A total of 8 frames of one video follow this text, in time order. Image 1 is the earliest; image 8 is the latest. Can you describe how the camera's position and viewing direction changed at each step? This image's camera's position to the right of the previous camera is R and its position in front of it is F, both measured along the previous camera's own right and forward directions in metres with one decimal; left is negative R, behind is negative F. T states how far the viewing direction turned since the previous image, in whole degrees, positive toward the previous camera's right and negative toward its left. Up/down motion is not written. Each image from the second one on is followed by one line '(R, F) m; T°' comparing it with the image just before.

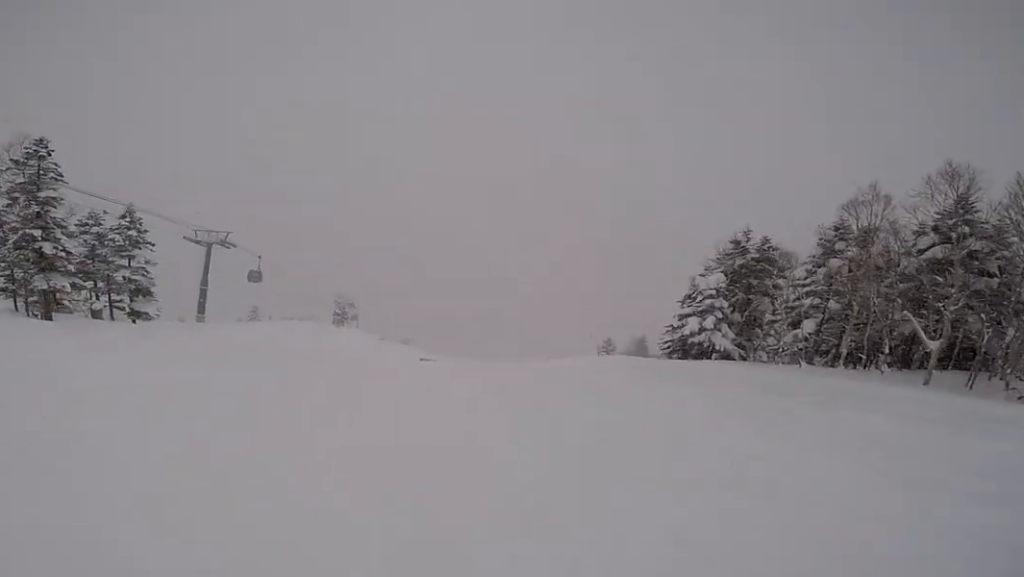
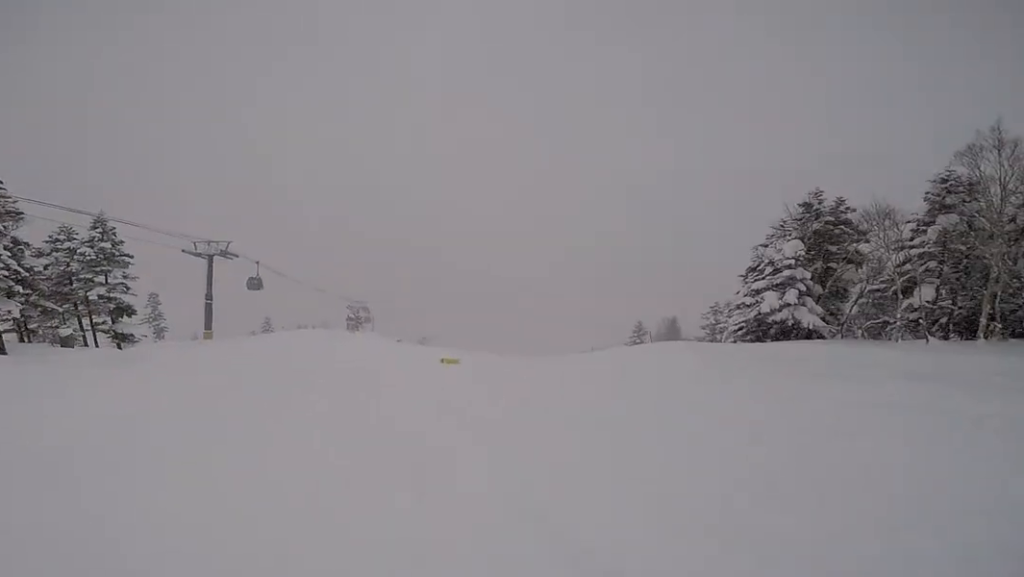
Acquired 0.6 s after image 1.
(-0.7, +3.9) m; -2°
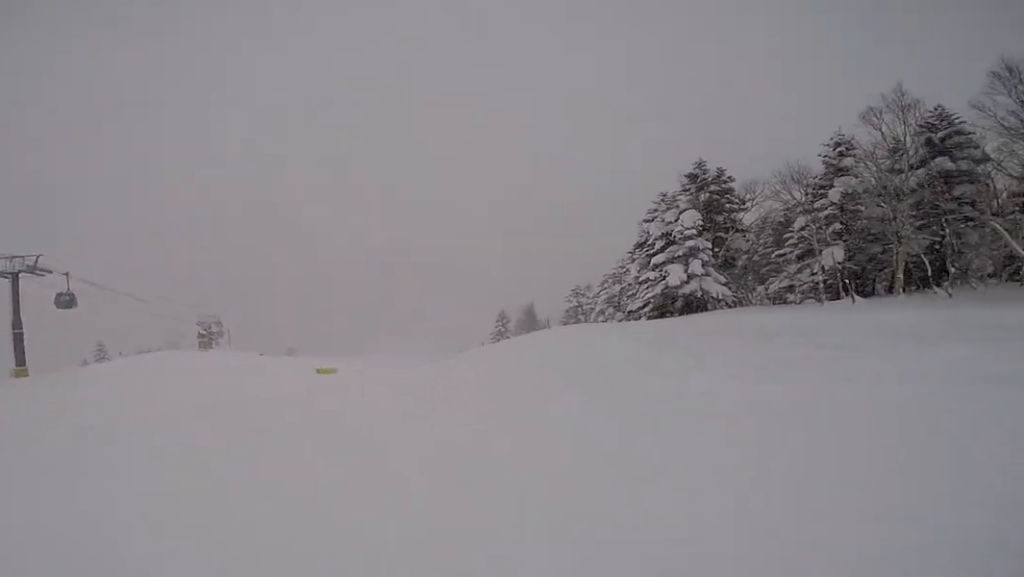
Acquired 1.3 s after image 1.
(-0.9, +4.3) m; +6°
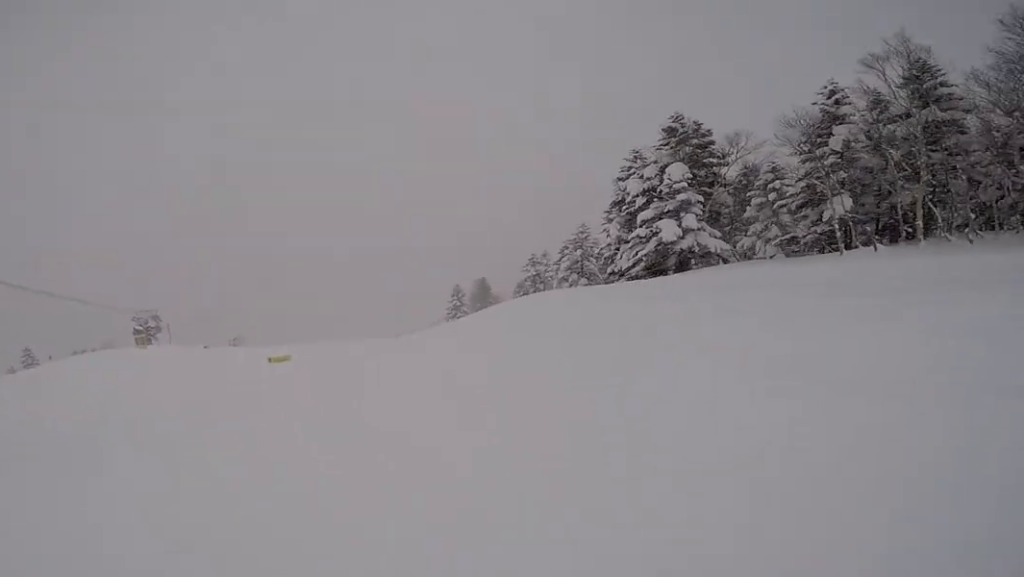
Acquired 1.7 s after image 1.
(+1.0, +2.8) m; +9°
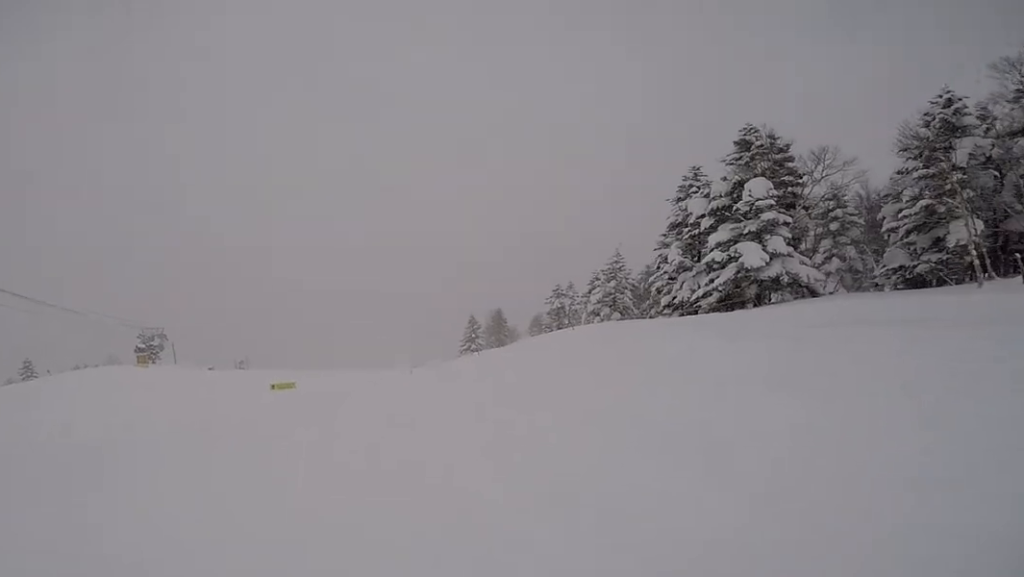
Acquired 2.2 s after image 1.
(+0.6, +3.3) m; +9°
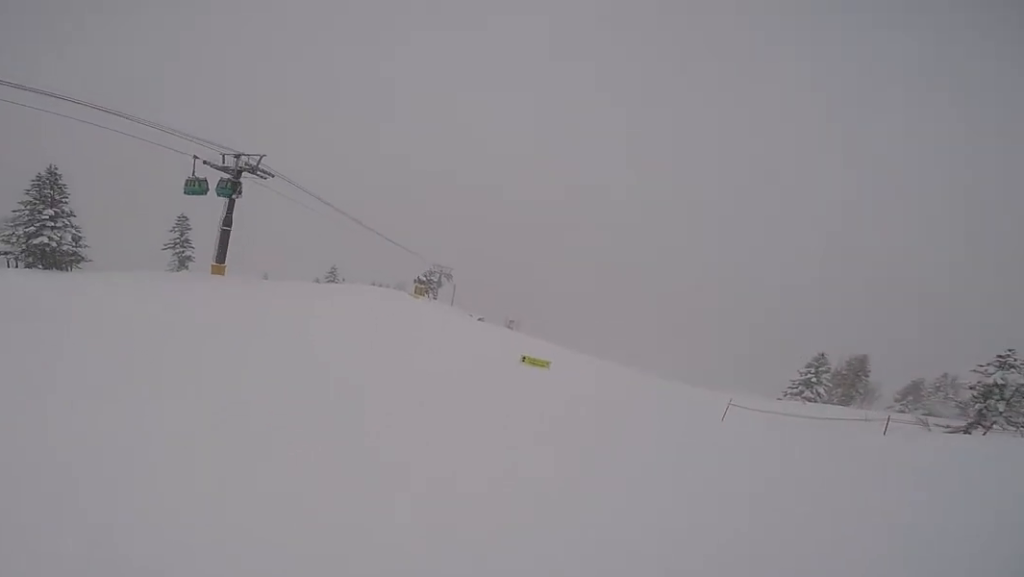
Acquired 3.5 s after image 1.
(-1.3, +8.2) m; -27°
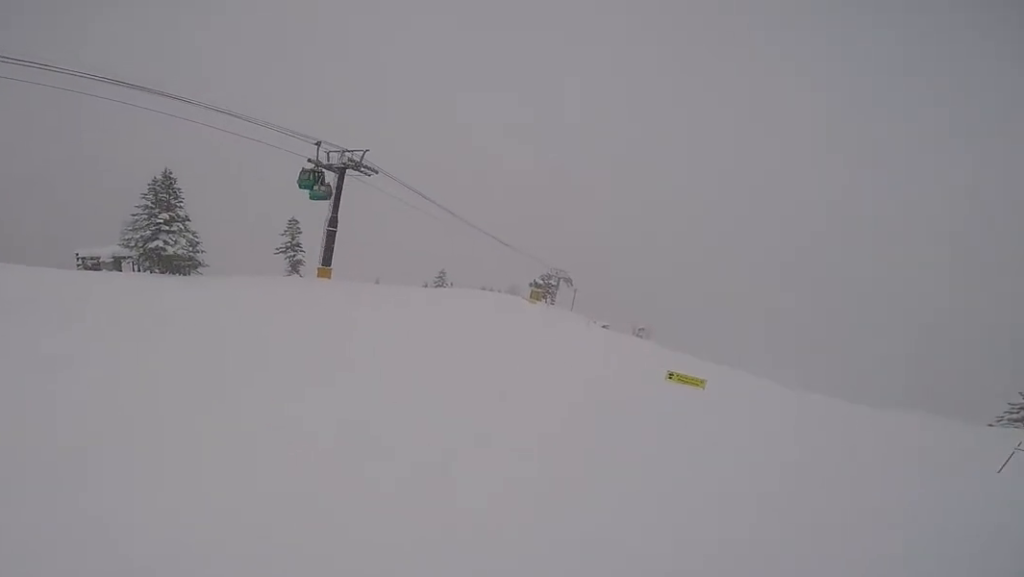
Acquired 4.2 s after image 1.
(-1.2, +4.5) m; -14°
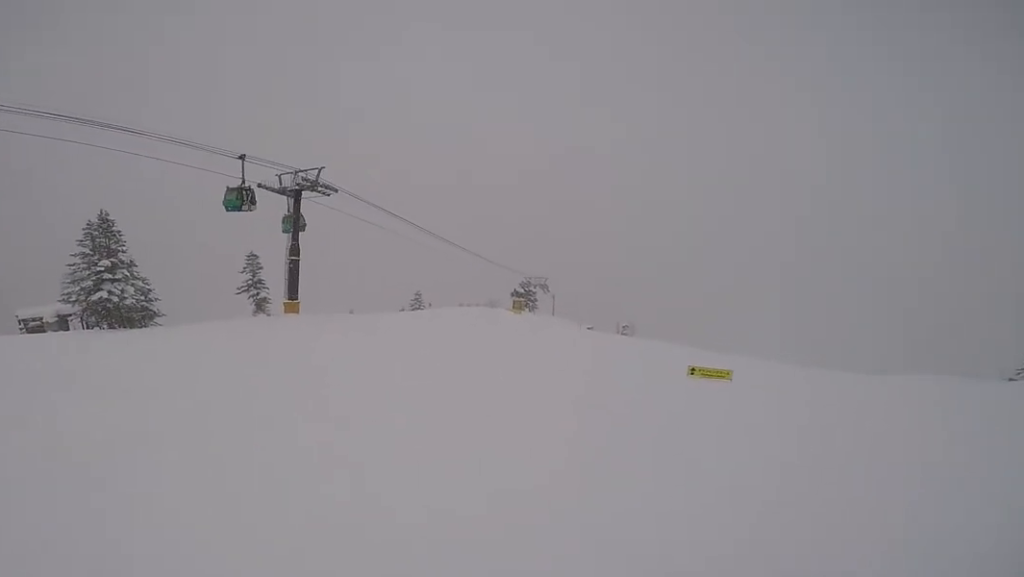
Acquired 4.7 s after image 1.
(-0.1, +3.9) m; +6°
